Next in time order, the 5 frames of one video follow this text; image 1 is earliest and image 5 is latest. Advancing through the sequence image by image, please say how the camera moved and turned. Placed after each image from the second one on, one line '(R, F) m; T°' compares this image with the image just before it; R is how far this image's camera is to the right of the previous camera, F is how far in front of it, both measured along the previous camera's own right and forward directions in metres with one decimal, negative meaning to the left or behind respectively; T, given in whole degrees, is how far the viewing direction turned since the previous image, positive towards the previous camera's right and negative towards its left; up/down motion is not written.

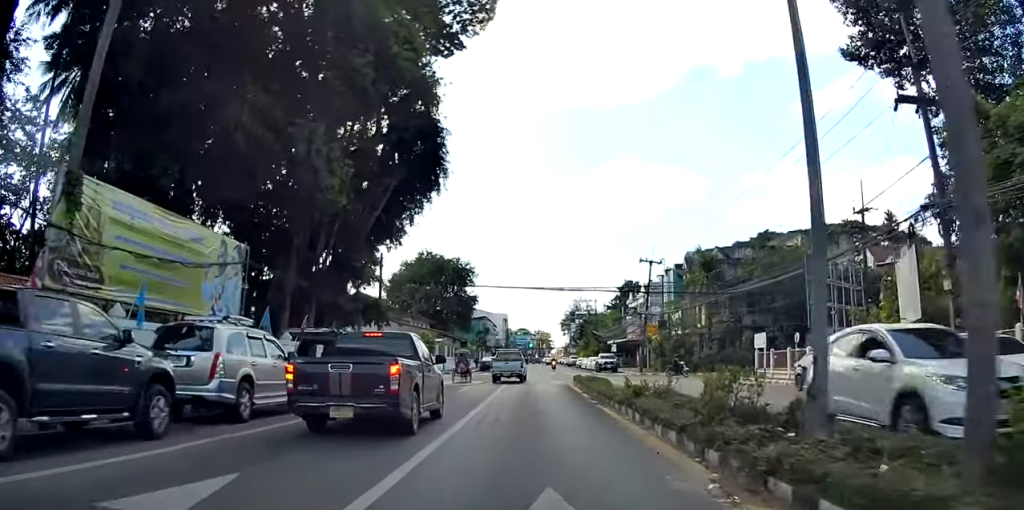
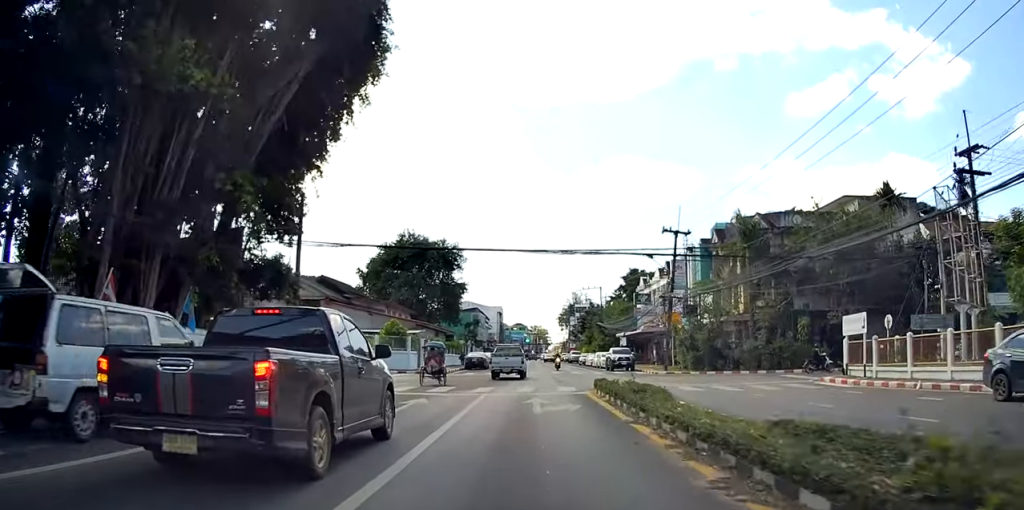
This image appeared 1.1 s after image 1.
(+0.3, +11.9) m; 0°
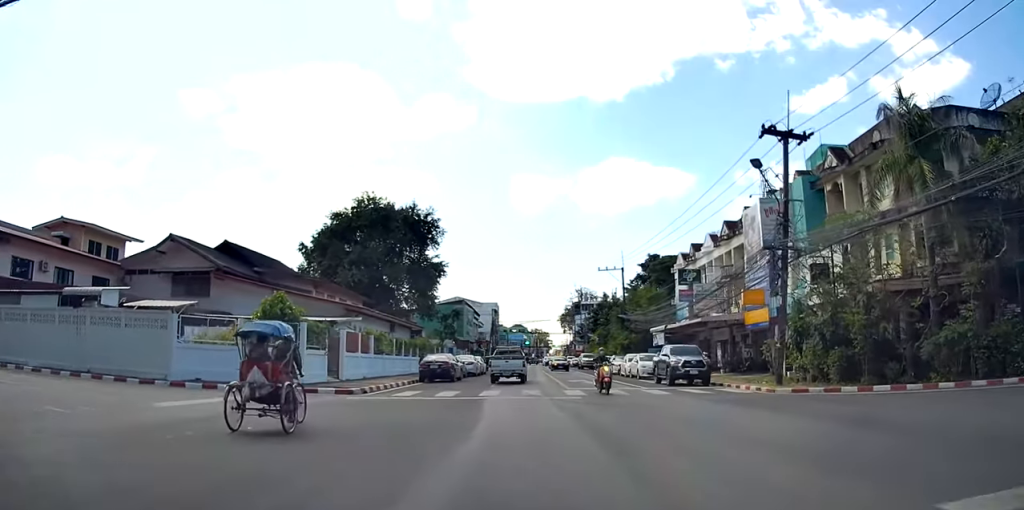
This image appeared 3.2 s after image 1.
(-0.4, +22.0) m; 0°
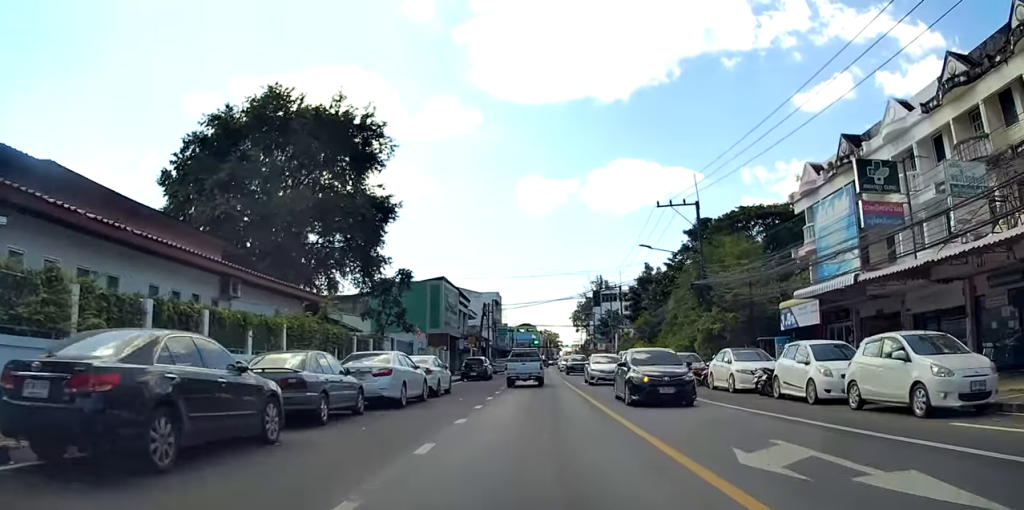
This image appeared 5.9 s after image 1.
(-1.7, +28.1) m; -6°
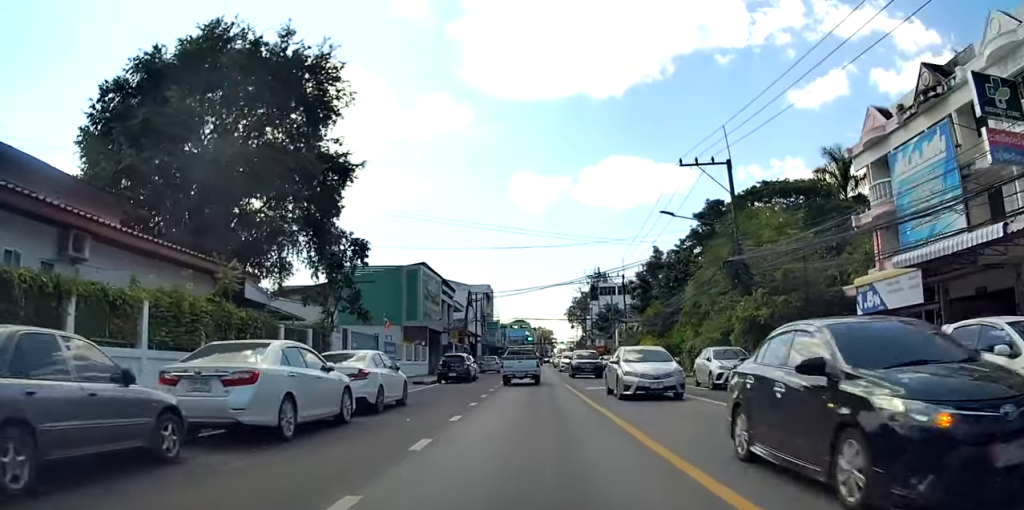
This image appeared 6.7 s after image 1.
(0.0, +7.7) m; -1°
